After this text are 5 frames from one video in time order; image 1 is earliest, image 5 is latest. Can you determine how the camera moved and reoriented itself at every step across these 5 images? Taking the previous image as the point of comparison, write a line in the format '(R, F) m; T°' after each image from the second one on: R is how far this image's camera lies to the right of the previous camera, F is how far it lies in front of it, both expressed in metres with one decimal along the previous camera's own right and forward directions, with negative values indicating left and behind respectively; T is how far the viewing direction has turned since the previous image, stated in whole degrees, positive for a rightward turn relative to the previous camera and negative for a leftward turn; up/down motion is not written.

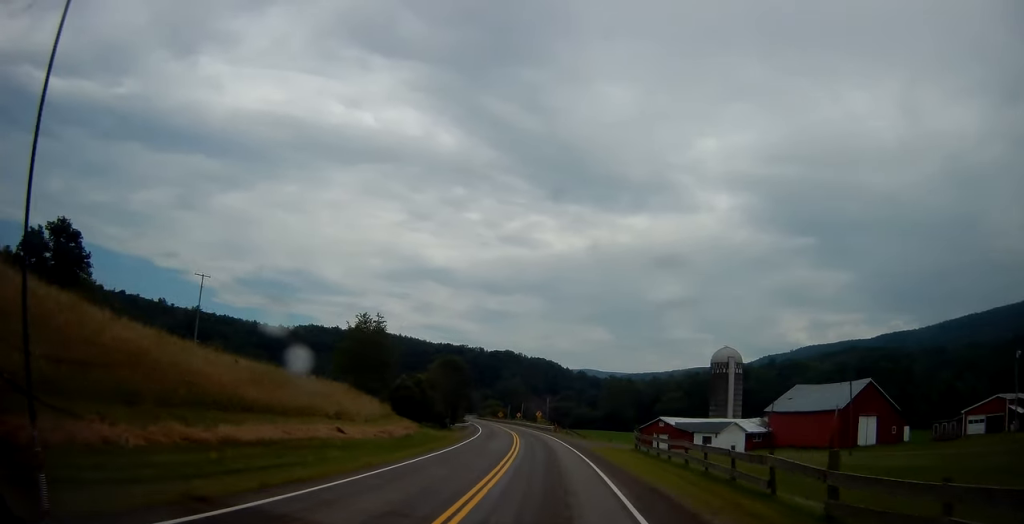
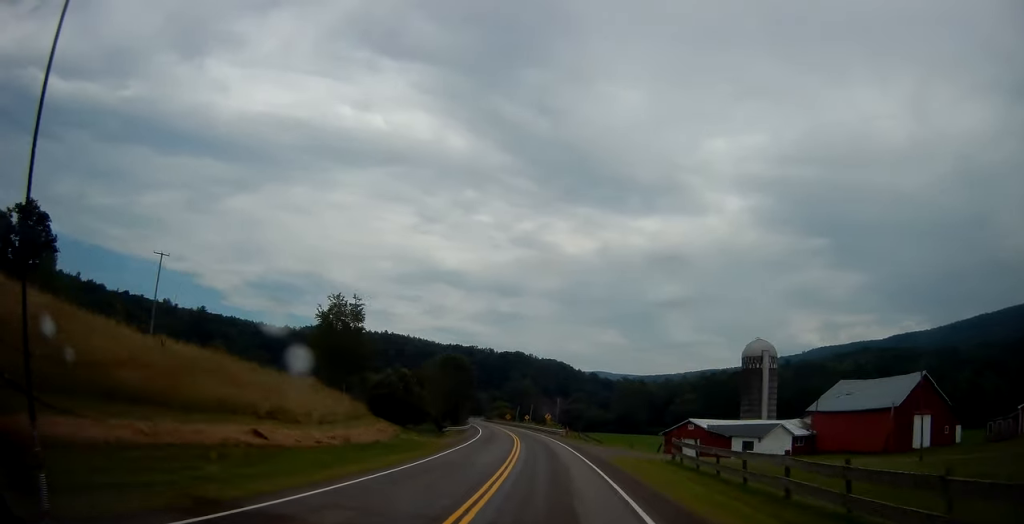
(+0.1, +10.4) m; -1°
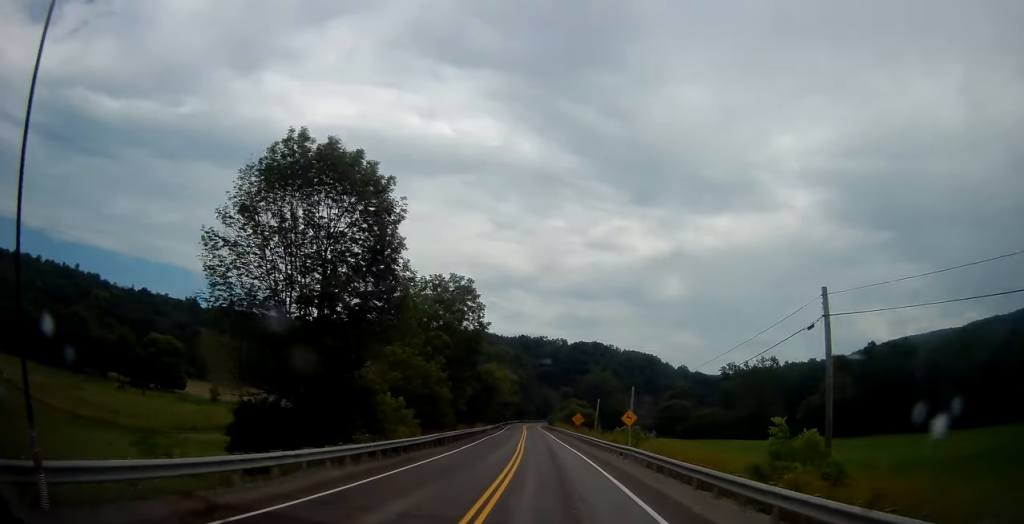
(-5.3, +78.9) m; -8°
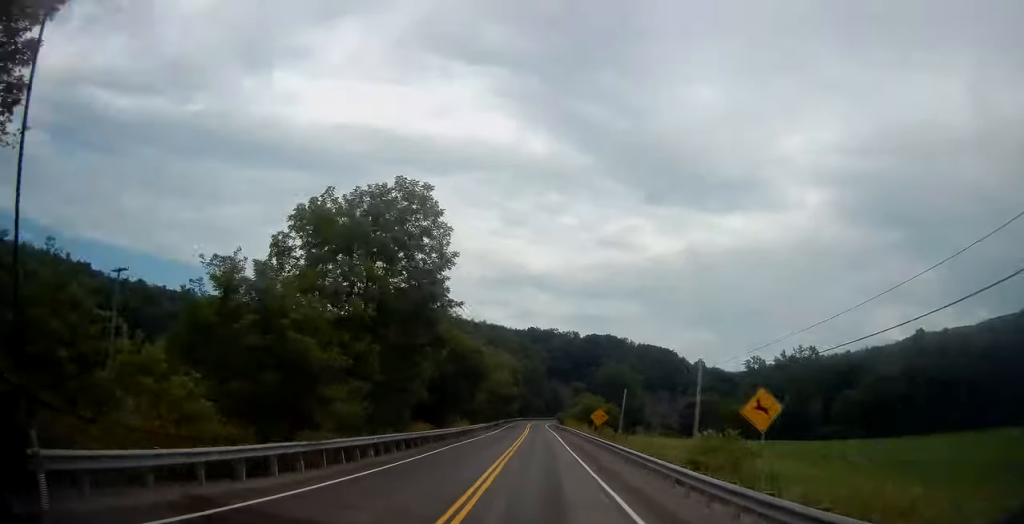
(-0.4, +21.8) m; -1°
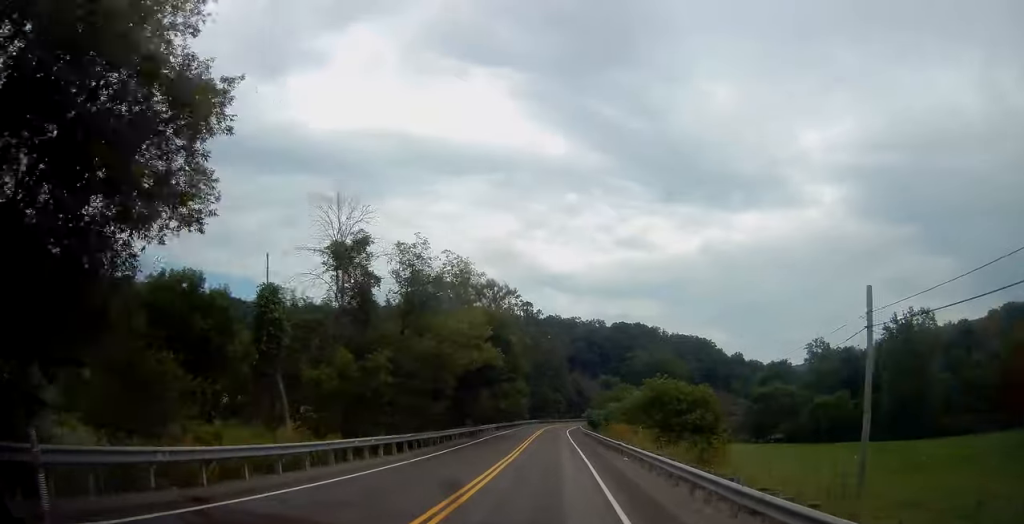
(0.0, +47.3) m; -1°
